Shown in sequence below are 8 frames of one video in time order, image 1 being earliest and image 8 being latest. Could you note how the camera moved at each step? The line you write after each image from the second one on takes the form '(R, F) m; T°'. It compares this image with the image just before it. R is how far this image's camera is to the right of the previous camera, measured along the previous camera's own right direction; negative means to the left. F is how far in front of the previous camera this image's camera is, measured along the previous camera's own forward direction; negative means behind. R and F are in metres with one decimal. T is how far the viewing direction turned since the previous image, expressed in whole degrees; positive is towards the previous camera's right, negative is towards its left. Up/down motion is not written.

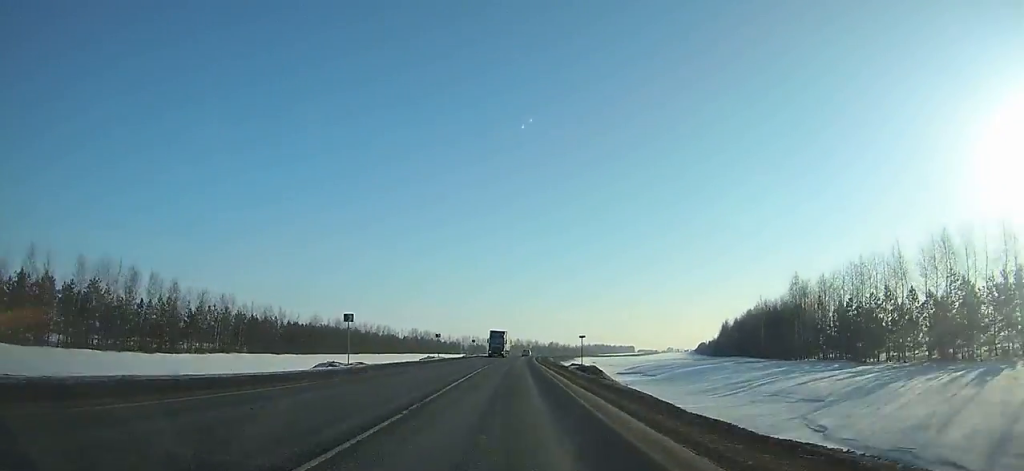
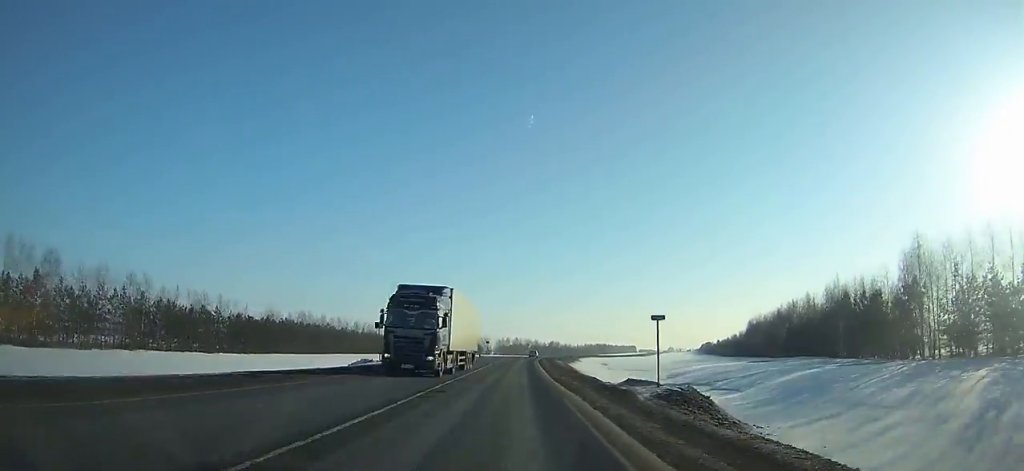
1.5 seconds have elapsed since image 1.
(+0.2, +30.8) m; +1°
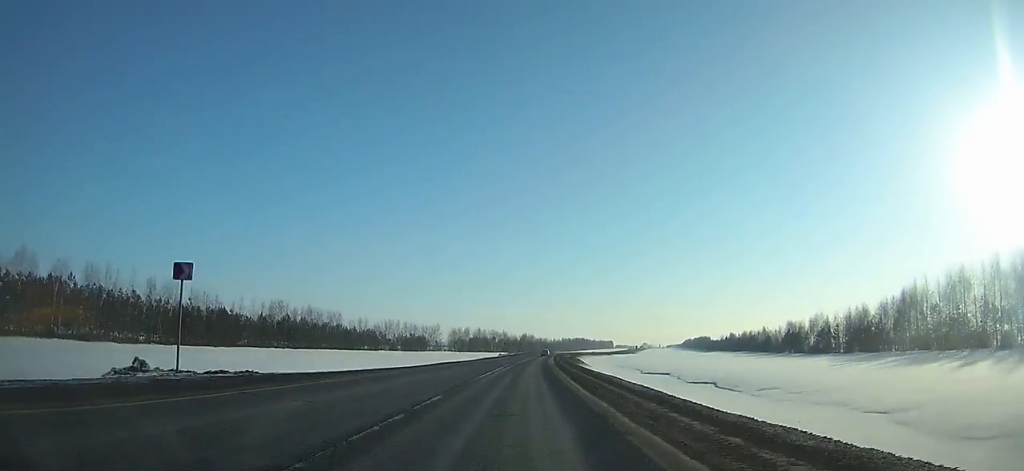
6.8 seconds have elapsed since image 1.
(+2.8, +109.8) m; +4°
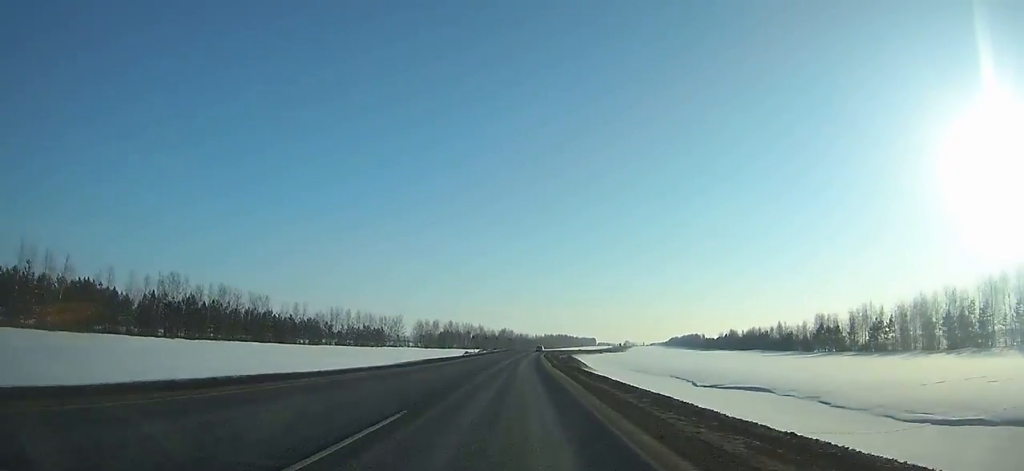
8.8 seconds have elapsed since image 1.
(+1.1, +42.6) m; +2°
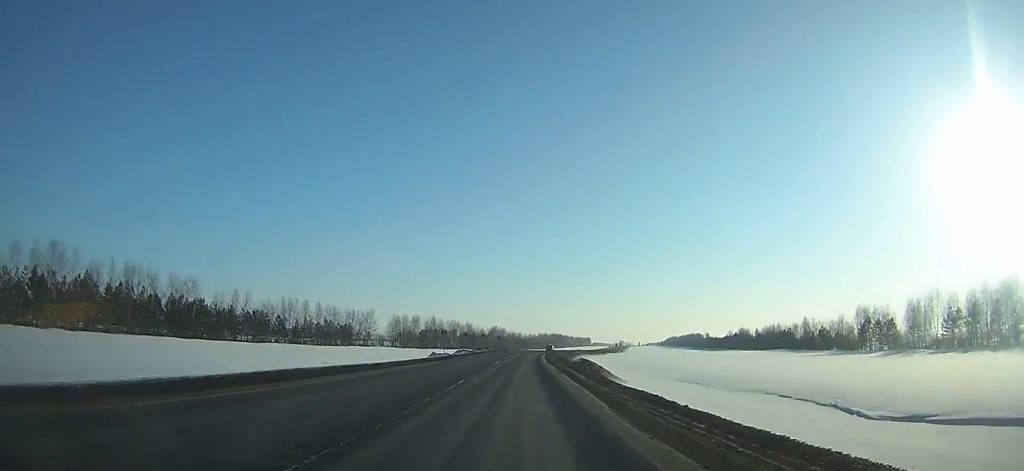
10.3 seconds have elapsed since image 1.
(+0.4, +32.4) m; +1°
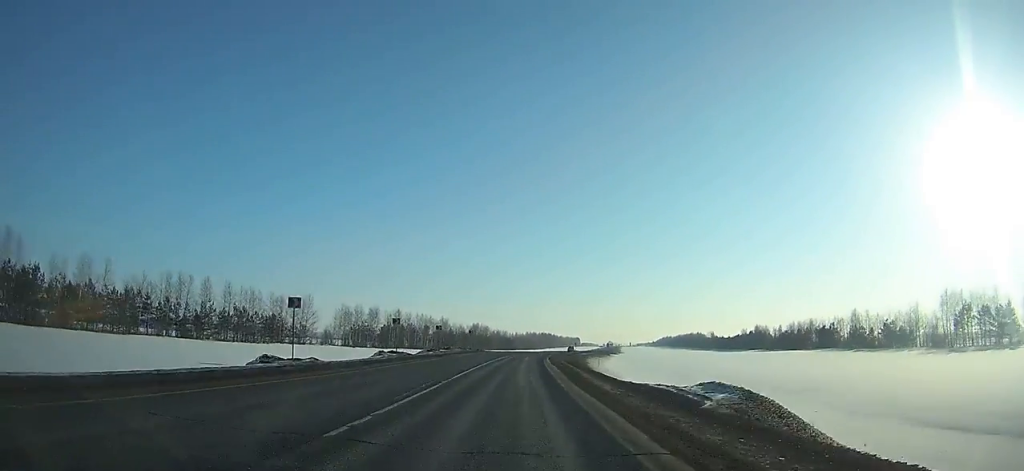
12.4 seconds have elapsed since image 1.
(+0.2, +46.0) m; +2°
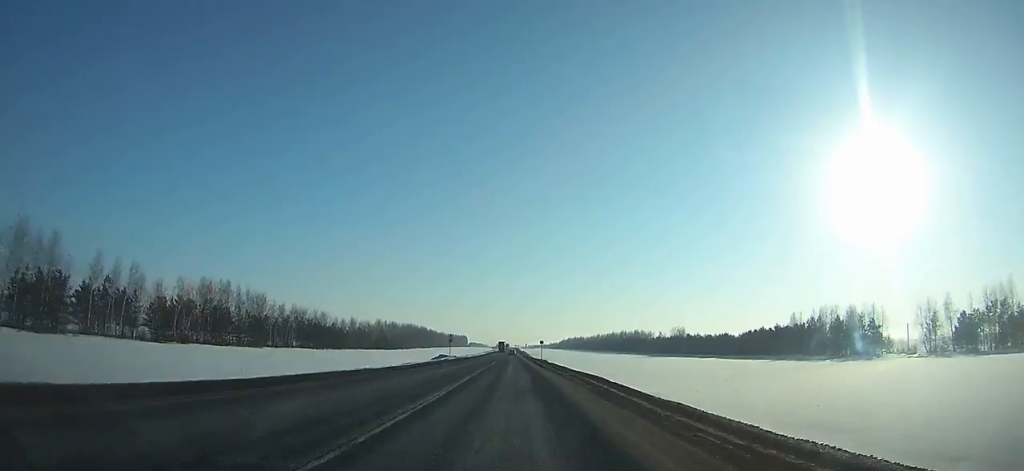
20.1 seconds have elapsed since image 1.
(+16.3, +175.5) m; +8°
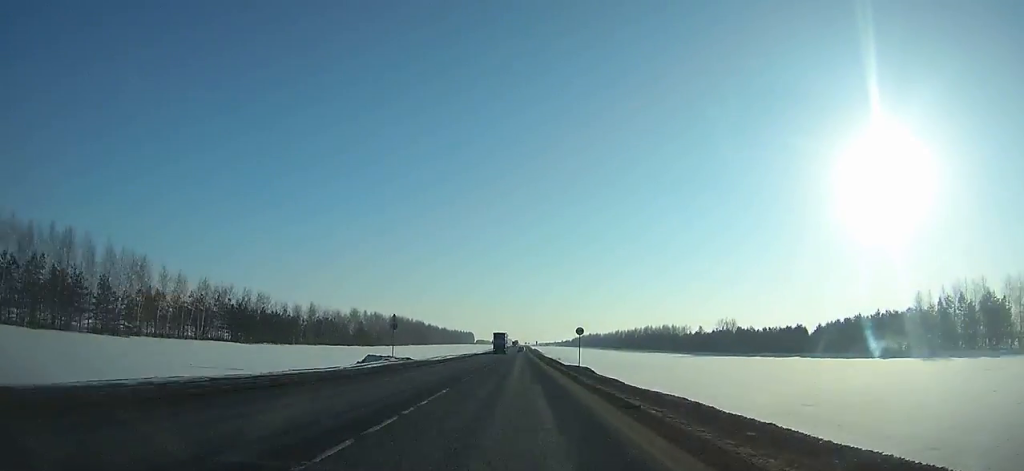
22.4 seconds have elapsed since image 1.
(+0.1, +54.7) m; 0°
